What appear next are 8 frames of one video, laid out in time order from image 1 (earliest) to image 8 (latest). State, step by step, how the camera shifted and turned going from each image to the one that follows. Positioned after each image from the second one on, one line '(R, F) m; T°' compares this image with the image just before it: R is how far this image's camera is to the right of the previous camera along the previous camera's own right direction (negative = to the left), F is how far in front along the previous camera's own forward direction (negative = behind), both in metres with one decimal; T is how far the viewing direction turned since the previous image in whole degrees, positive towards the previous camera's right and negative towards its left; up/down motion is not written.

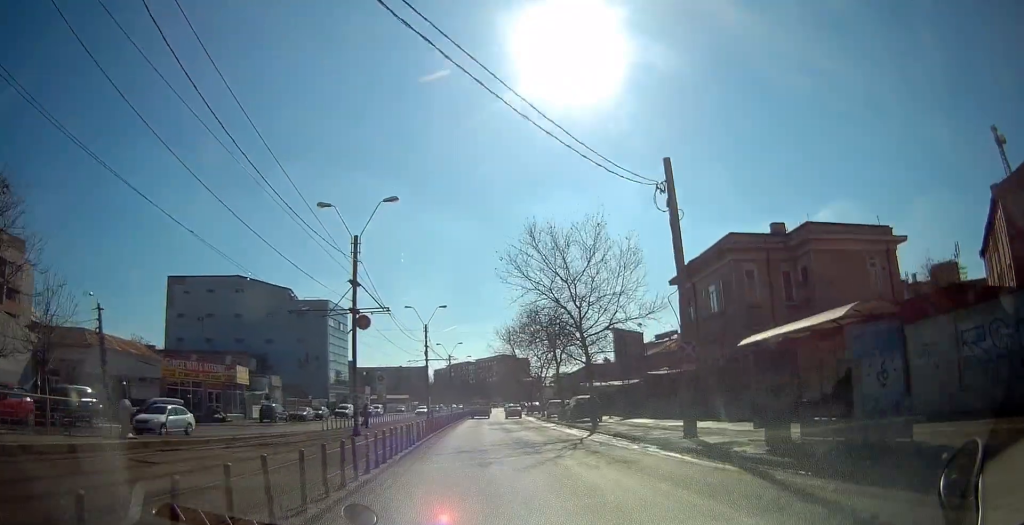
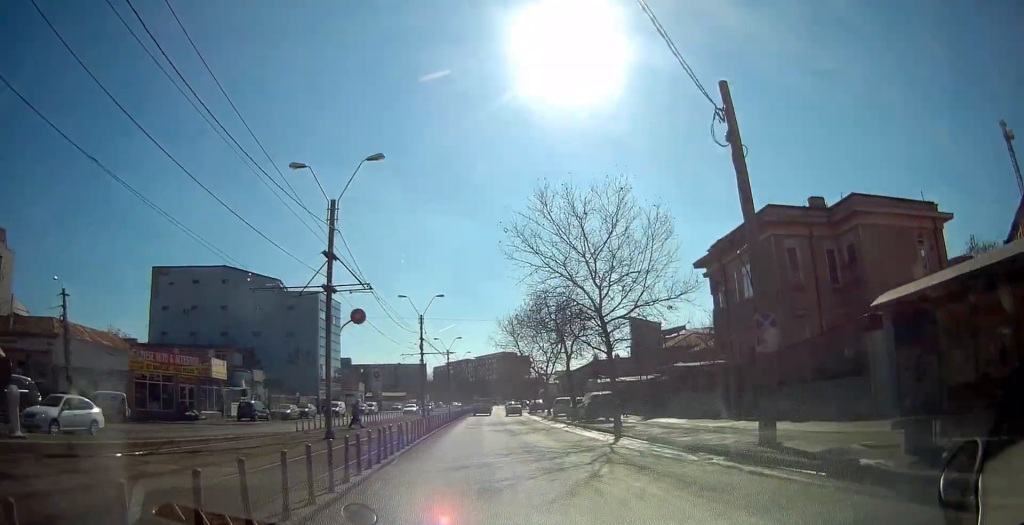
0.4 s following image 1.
(-0.1, +4.8) m; 0°
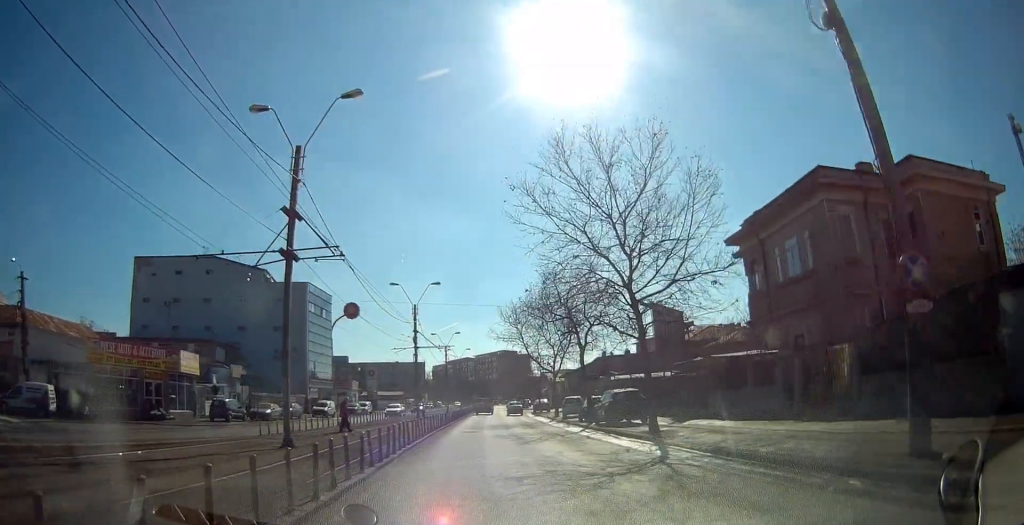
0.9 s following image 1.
(0.0, +5.1) m; 0°
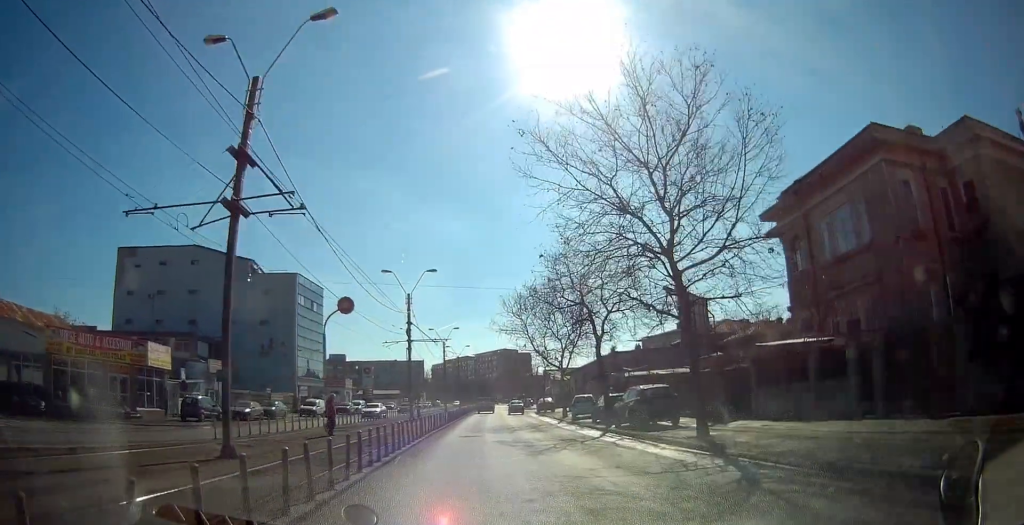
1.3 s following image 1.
(0.0, +4.4) m; 0°
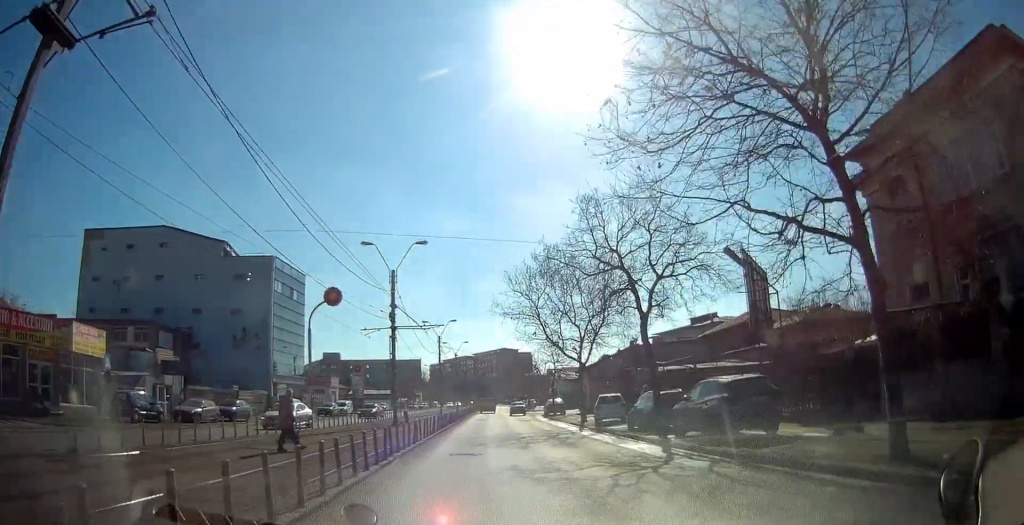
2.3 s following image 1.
(+0.1, +8.8) m; +1°
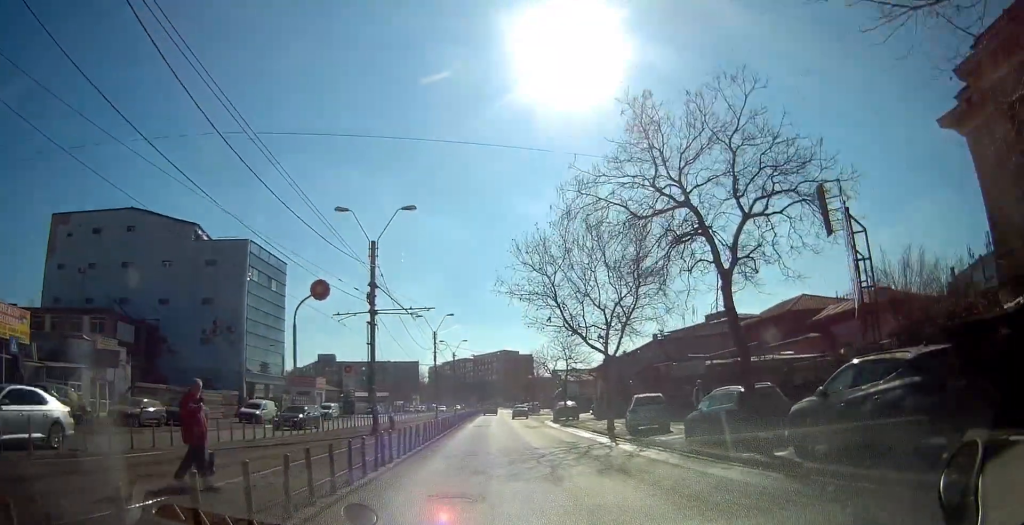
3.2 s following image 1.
(0.0, +7.7) m; 0°
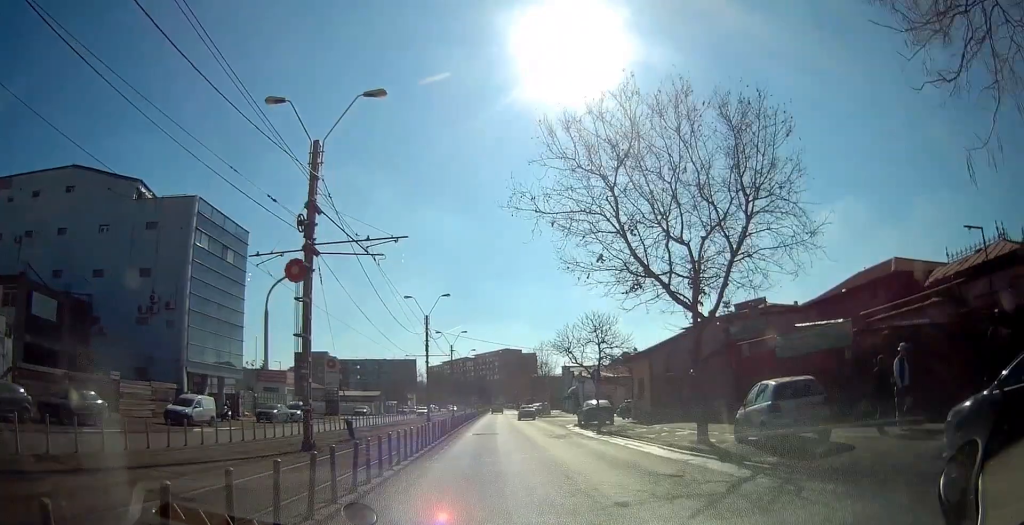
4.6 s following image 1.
(0.0, +11.1) m; -1°
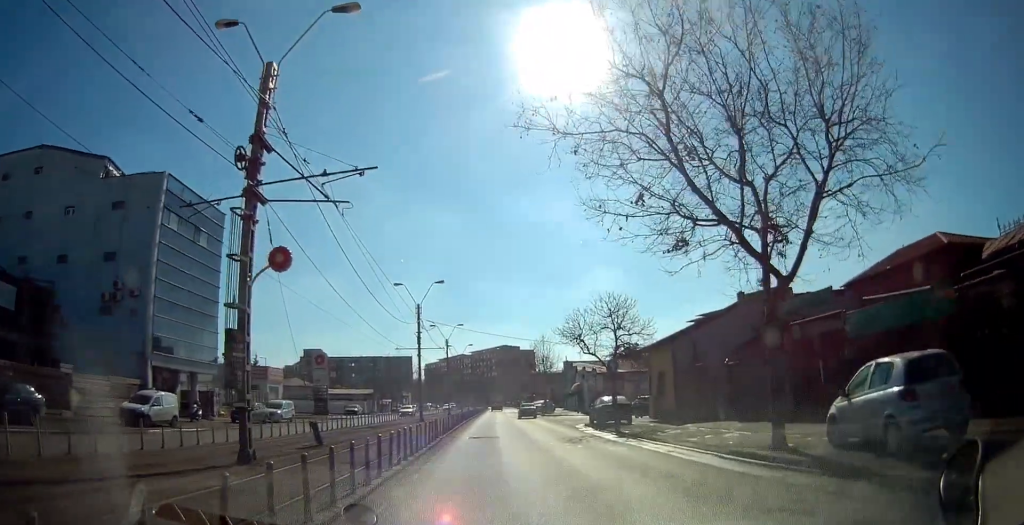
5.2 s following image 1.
(0.0, +4.4) m; 0°
